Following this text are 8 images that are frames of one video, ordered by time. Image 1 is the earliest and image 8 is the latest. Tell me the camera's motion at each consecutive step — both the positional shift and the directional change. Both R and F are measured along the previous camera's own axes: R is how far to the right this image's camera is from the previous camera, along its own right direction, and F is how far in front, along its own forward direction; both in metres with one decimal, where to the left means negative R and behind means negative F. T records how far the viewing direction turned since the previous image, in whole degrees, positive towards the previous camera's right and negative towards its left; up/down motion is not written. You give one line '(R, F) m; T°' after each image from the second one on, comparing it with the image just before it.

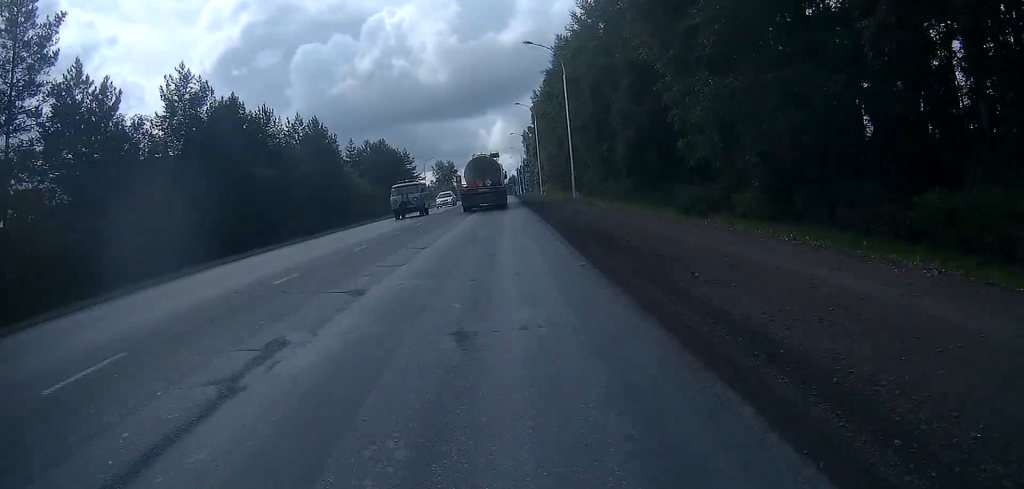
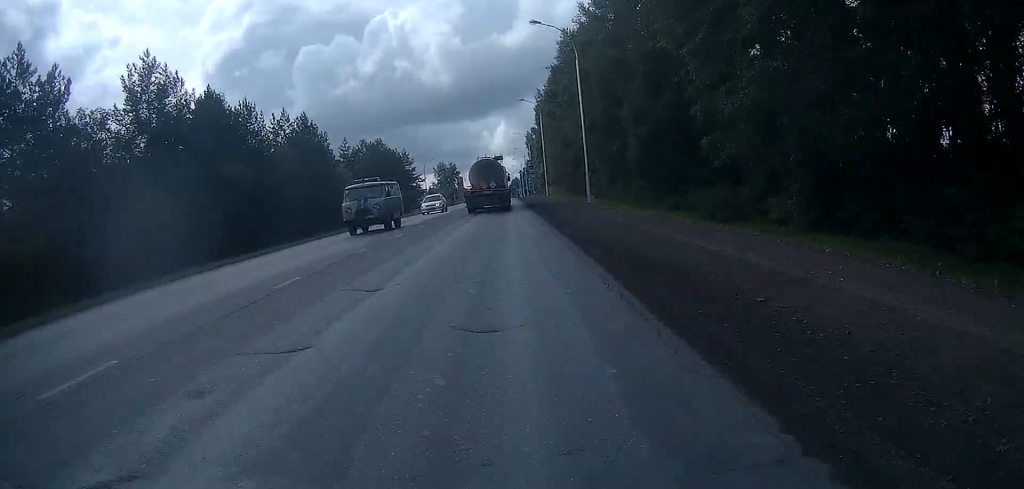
(+0.1, +5.2) m; 0°
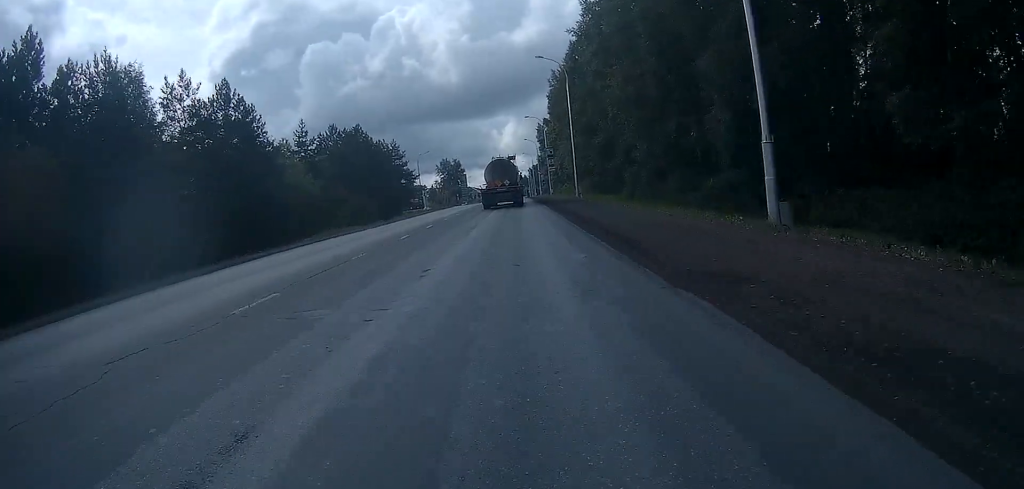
(-0.1, +21.9) m; 0°
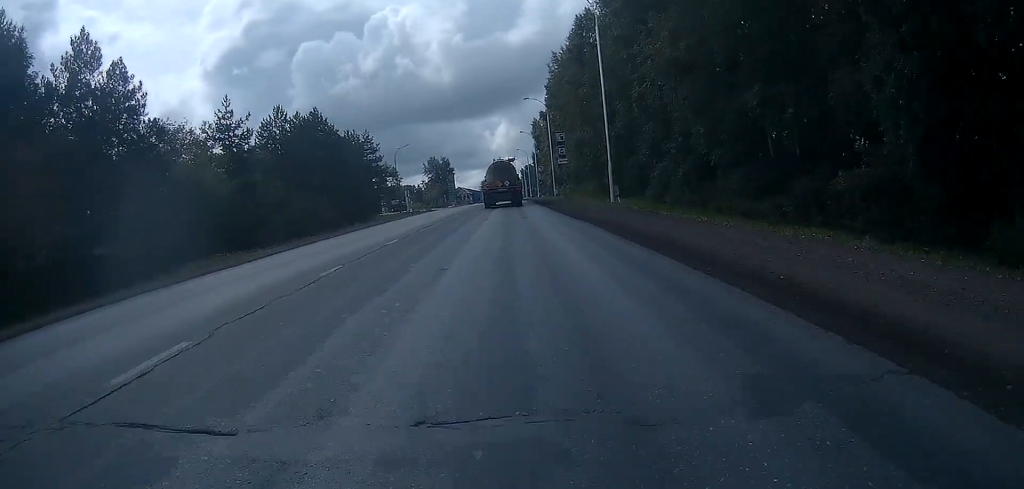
(0.0, +17.9) m; 0°
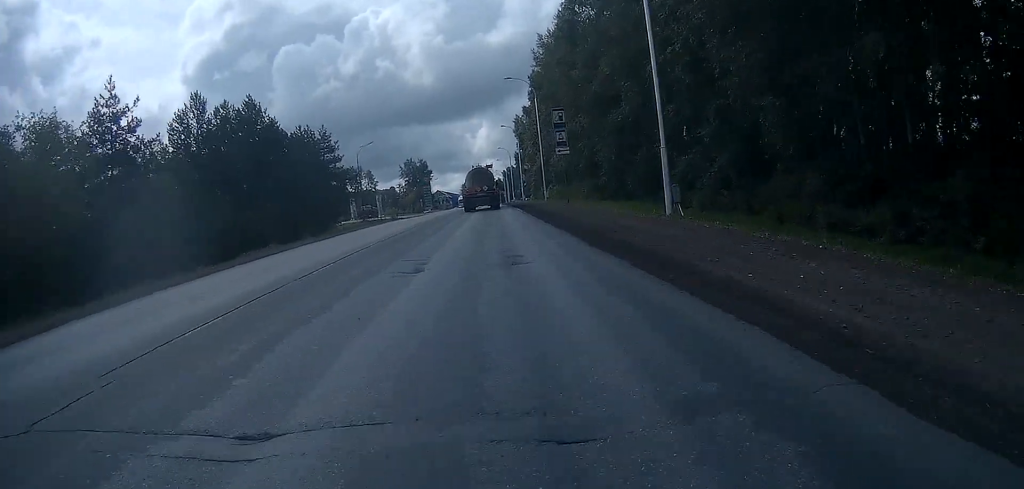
(0.0, +13.8) m; +2°
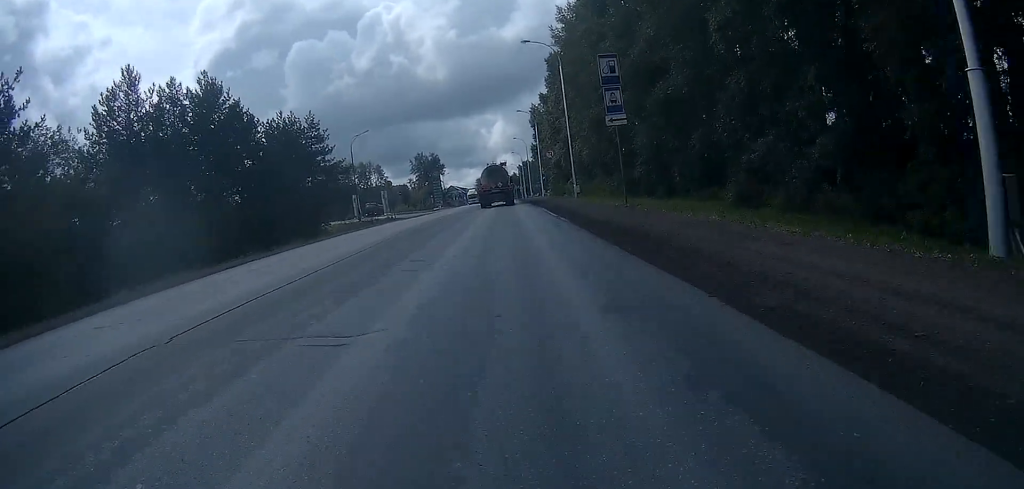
(+0.3, +11.8) m; +2°
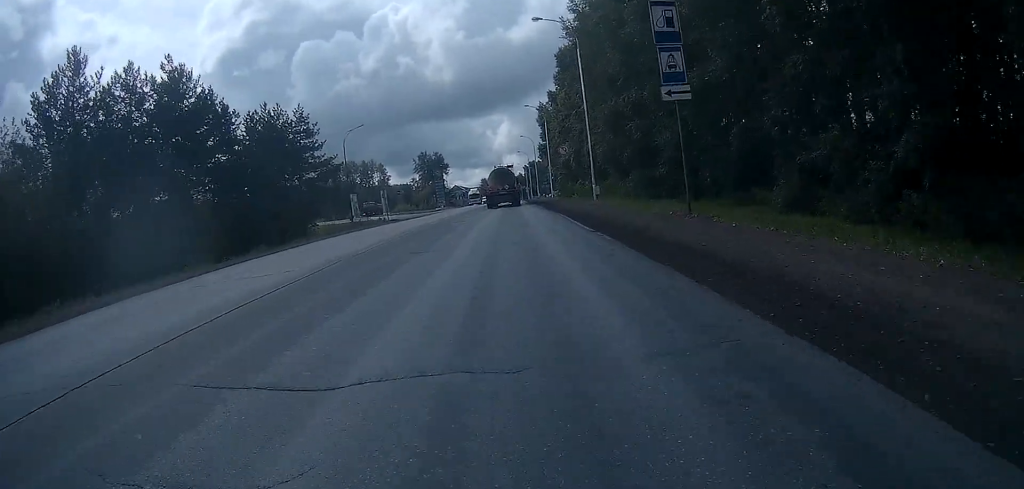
(+0.1, +6.5) m; 0°
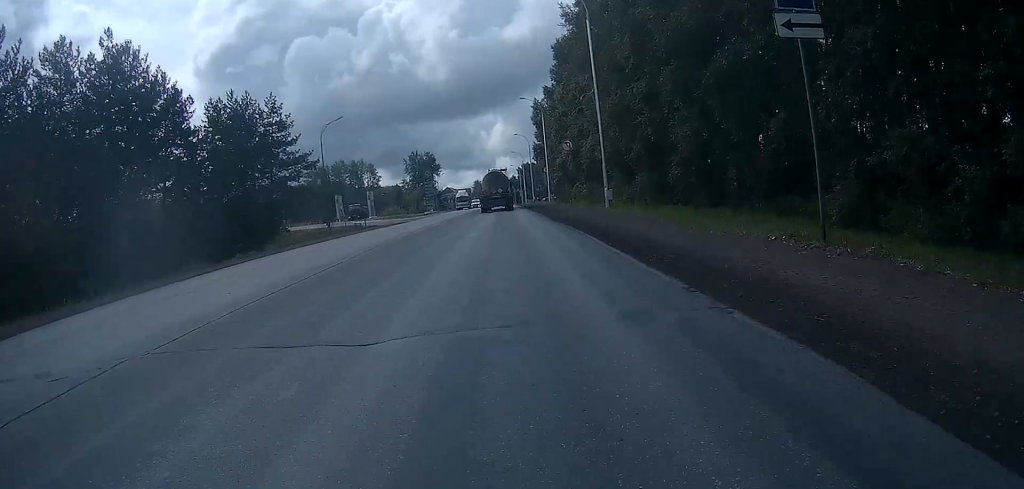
(0.0, +6.5) m; 0°
